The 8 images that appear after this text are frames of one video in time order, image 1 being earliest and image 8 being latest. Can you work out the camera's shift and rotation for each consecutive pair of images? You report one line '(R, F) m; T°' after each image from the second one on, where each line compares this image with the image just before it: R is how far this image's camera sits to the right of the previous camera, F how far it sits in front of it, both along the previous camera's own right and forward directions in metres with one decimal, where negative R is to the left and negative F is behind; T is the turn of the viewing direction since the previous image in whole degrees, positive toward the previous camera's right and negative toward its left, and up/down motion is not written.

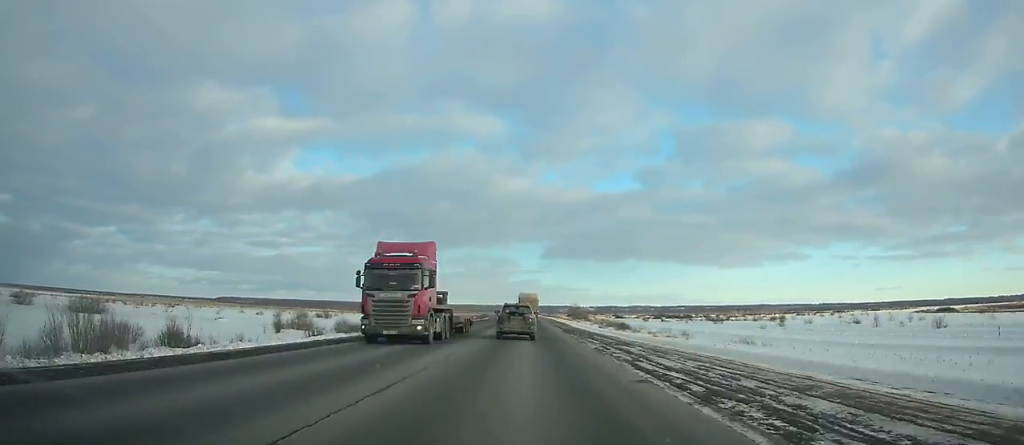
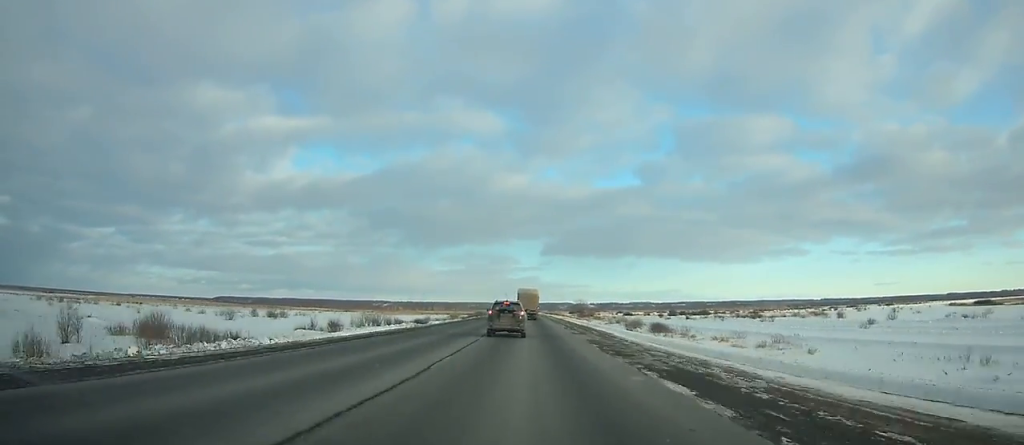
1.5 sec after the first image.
(-0.1, +39.8) m; 0°
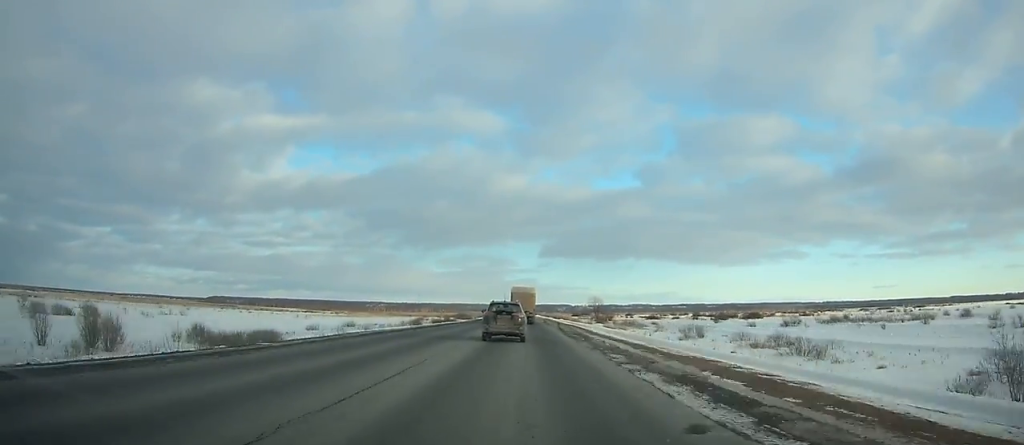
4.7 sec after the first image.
(-0.1, +84.9) m; 0°
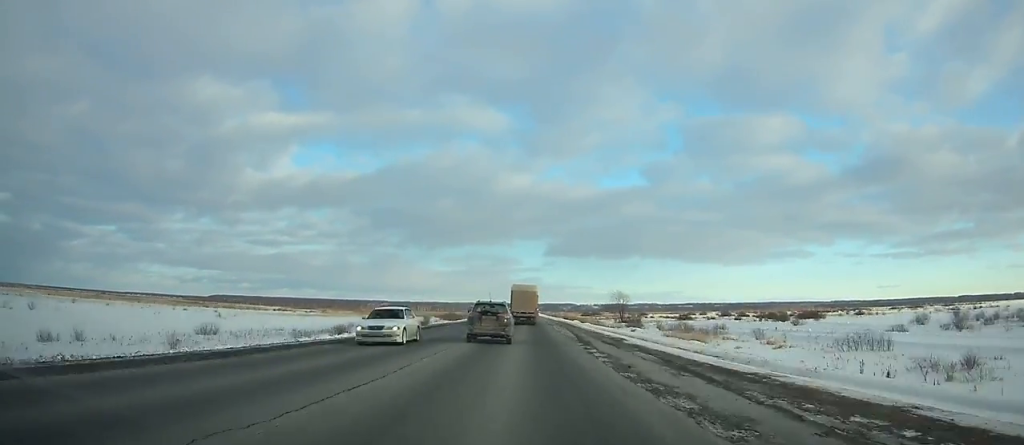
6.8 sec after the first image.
(0.0, +55.8) m; 0°
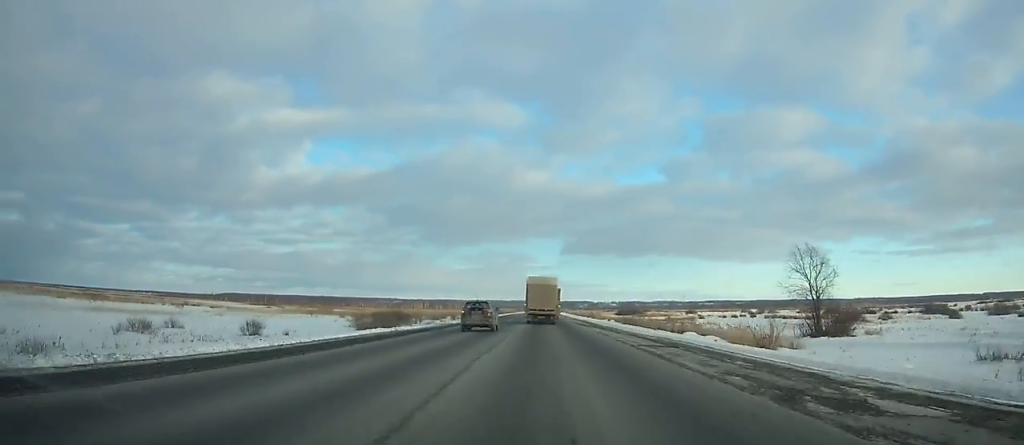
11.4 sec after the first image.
(-0.7, +124.4) m; -1°
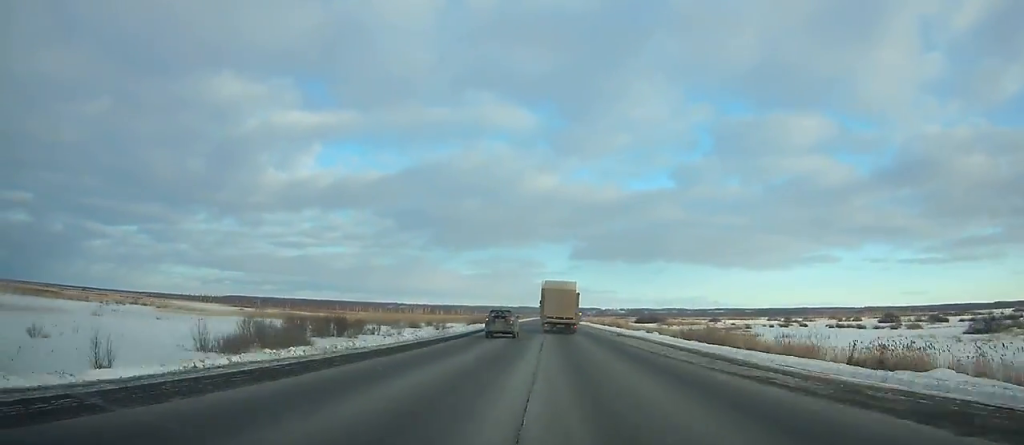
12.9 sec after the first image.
(-0.3, +42.1) m; 0°
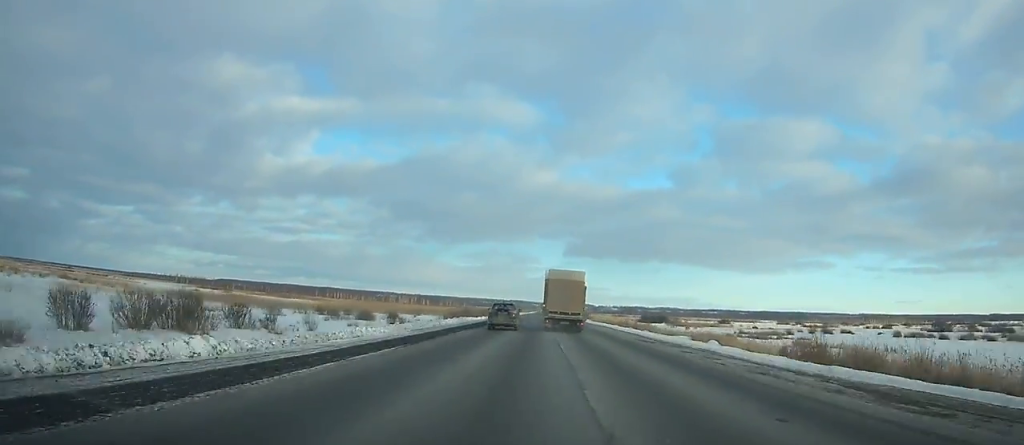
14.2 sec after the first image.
(-0.4, +37.1) m; 0°
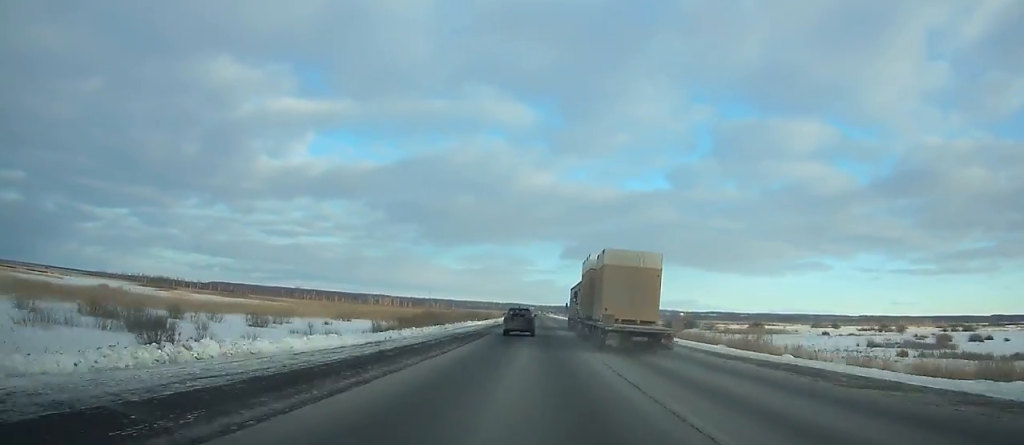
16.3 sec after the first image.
(+0.1, +61.6) m; 0°
